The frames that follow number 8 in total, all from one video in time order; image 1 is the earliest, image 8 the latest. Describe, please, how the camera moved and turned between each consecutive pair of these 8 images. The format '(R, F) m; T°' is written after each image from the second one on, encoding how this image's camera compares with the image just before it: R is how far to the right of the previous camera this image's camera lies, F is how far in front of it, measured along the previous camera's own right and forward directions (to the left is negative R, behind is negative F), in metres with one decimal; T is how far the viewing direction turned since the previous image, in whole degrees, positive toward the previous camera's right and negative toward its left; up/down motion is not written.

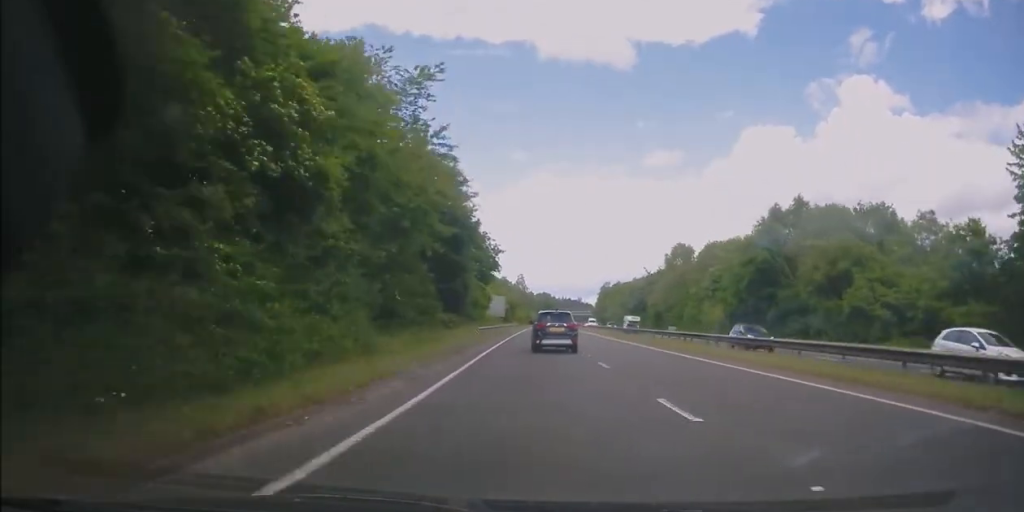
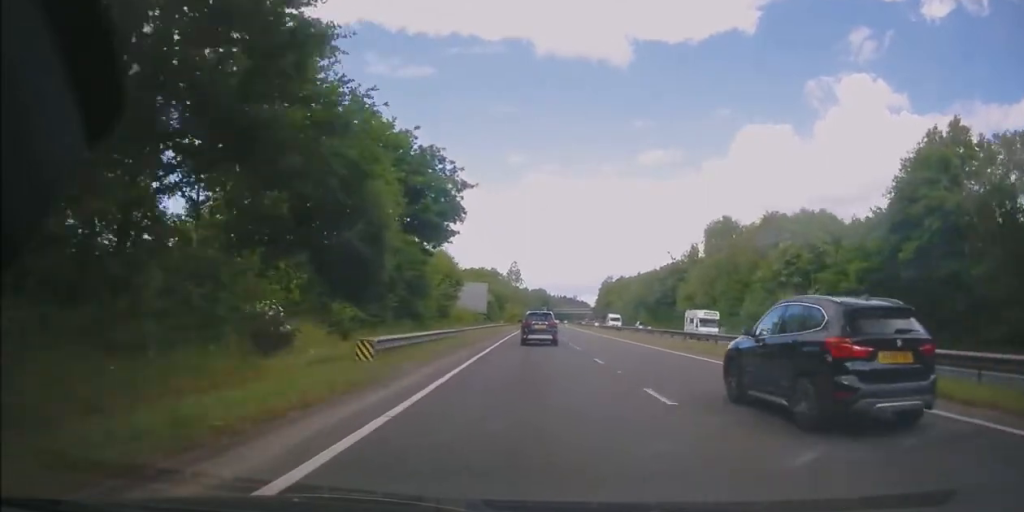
(+0.3, +25.7) m; +1°
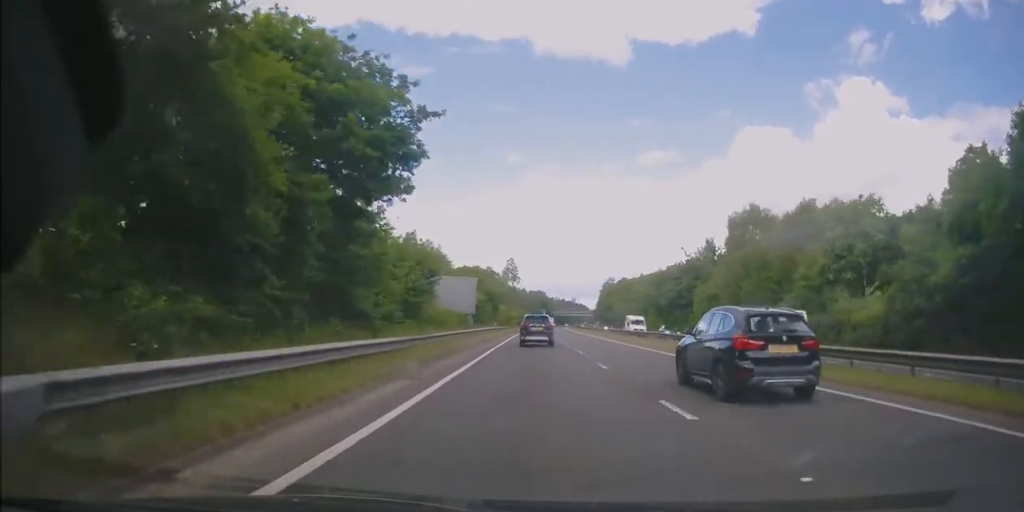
(+0.1, +10.3) m; 0°
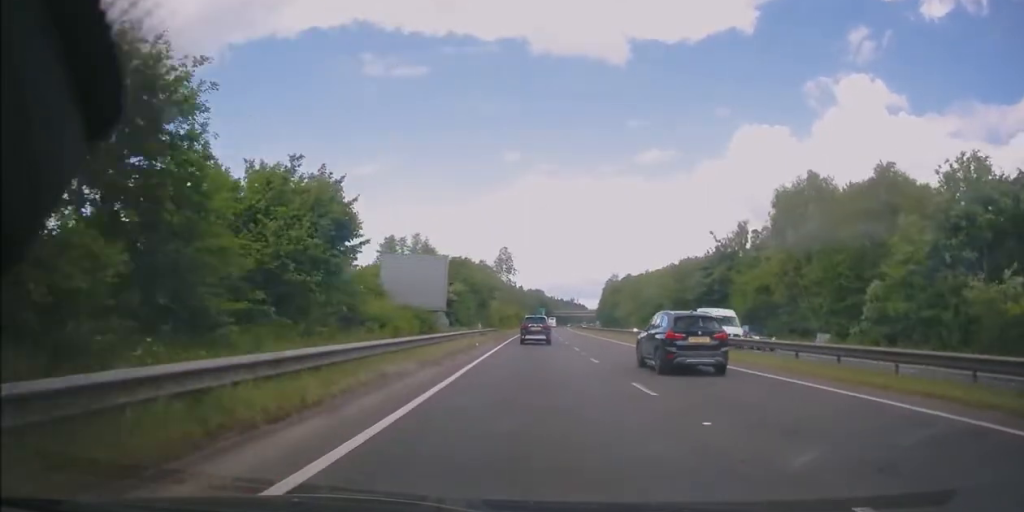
(-0.1, +15.2) m; 0°
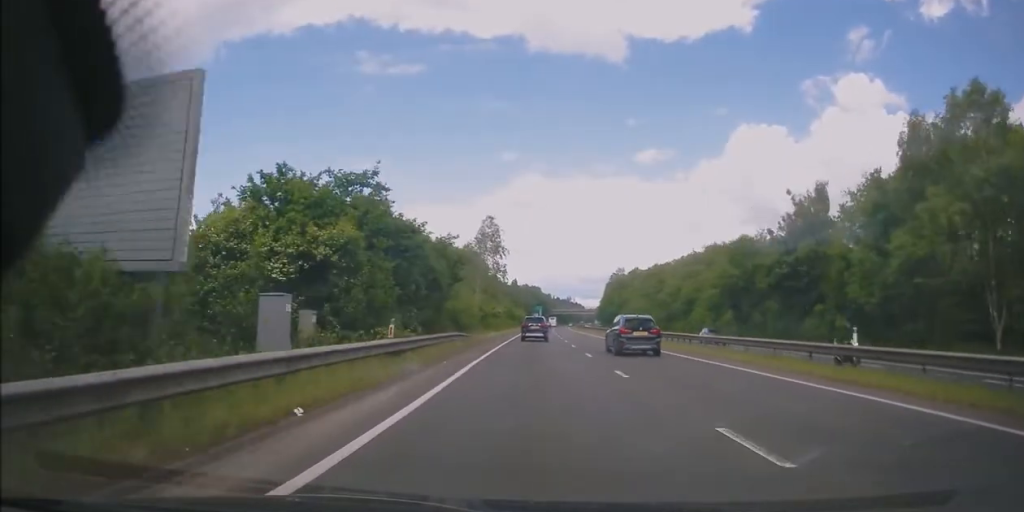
(-0.1, +23.8) m; 0°
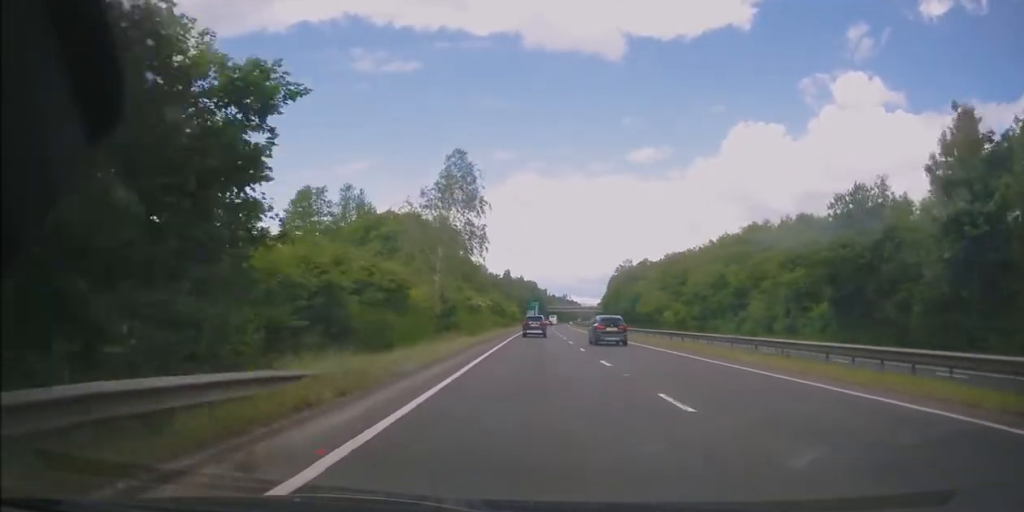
(+0.1, +23.8) m; +1°
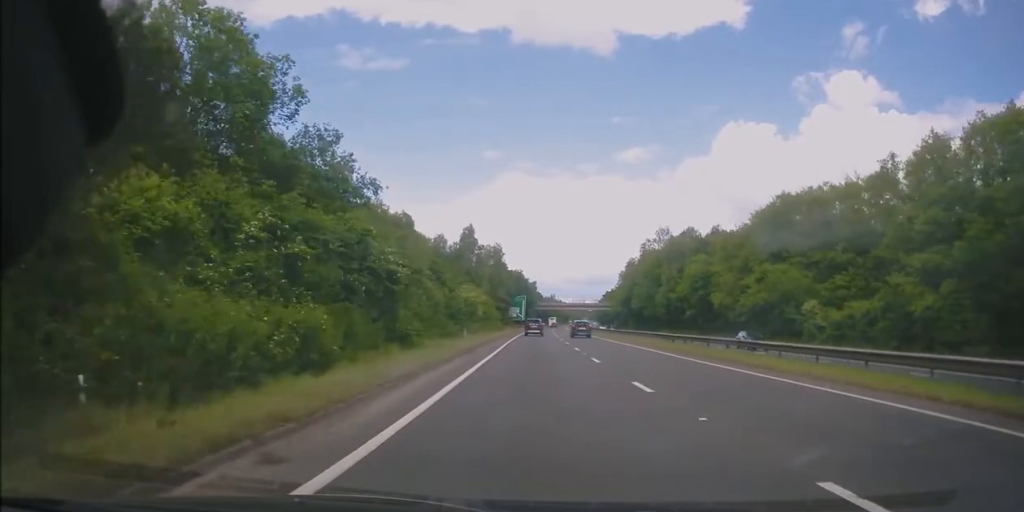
(+1.0, +60.5) m; +2°
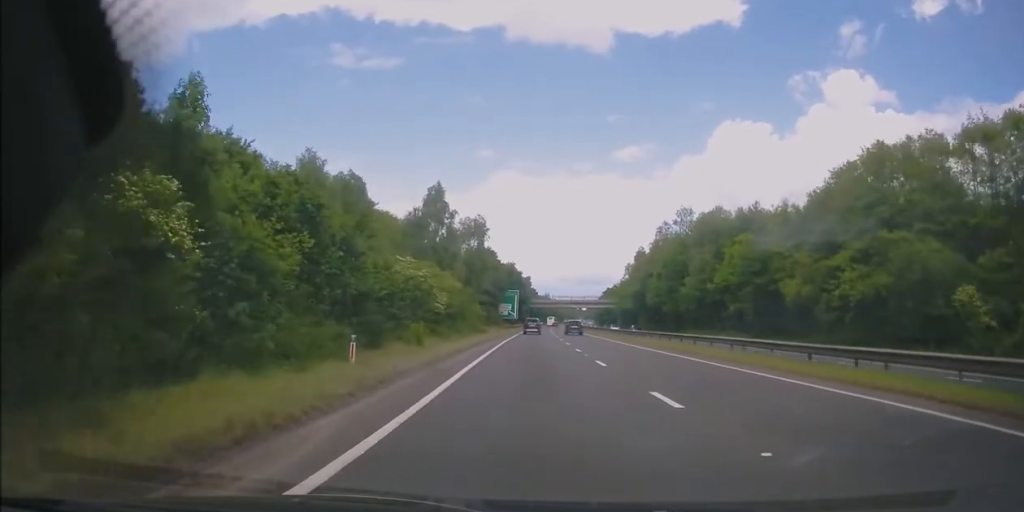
(0.0, +20.7) m; 0°
